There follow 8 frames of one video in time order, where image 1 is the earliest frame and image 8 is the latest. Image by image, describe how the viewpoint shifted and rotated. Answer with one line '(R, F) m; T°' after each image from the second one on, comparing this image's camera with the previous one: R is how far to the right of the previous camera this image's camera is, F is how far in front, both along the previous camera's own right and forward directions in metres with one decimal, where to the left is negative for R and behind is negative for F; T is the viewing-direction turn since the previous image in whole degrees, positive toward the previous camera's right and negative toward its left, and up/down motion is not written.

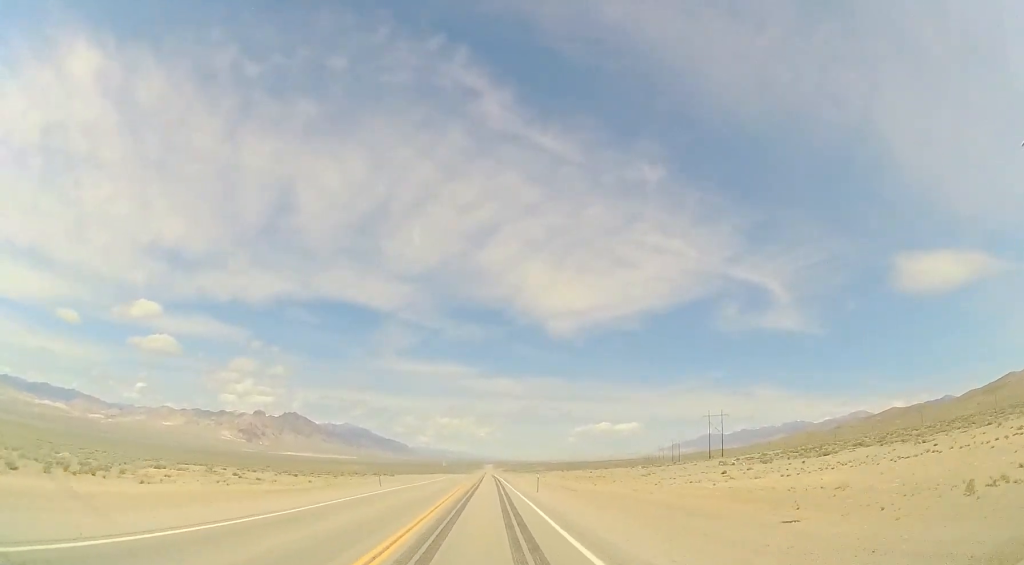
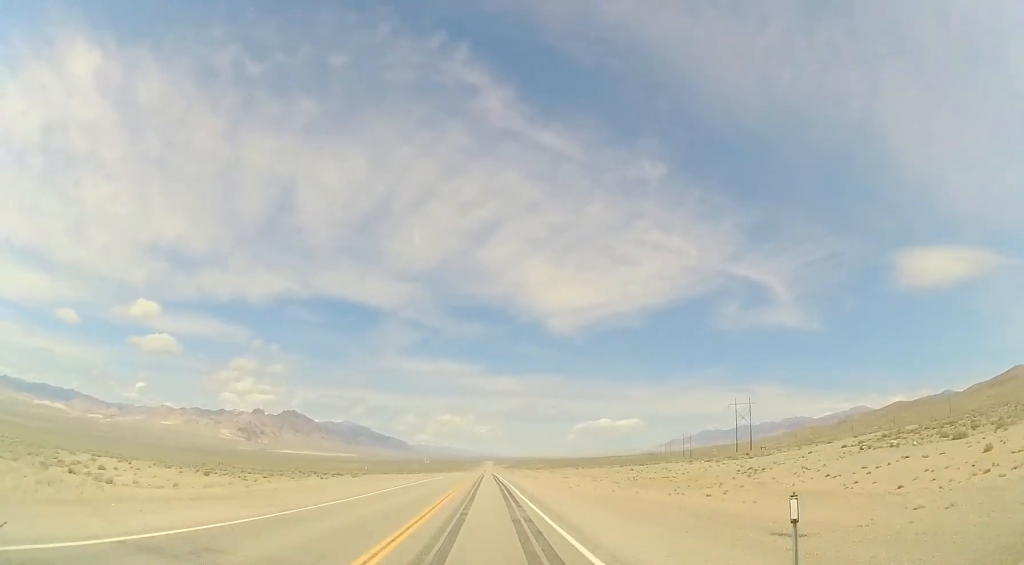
(-0.4, +31.3) m; 0°
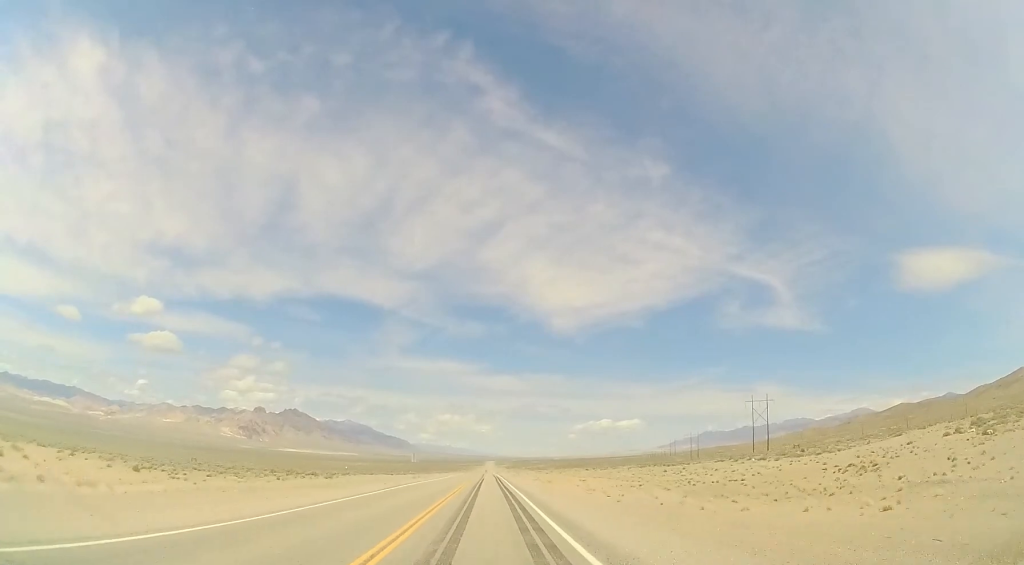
(+0.2, +14.5) m; 0°
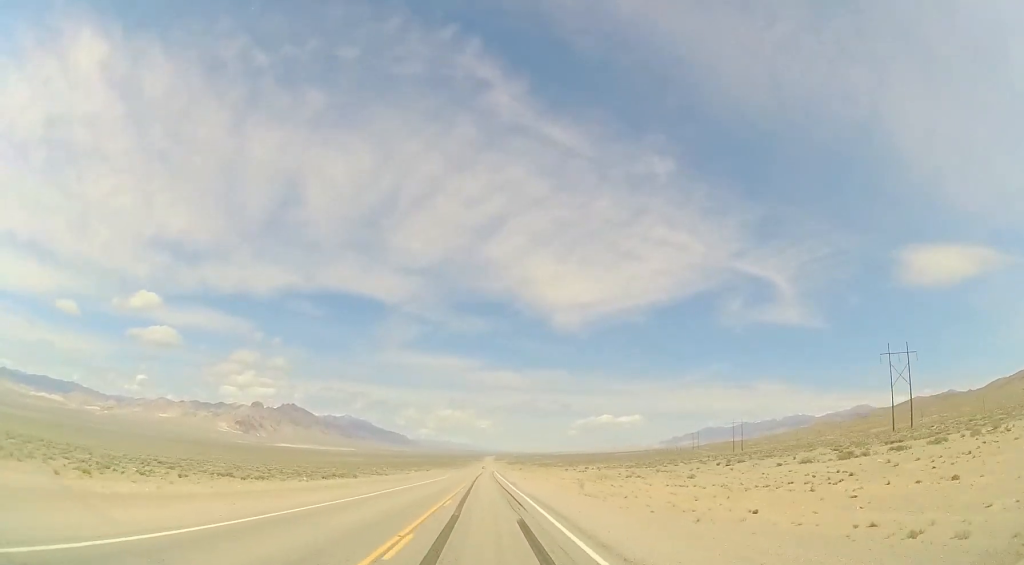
(+0.4, +87.5) m; 0°
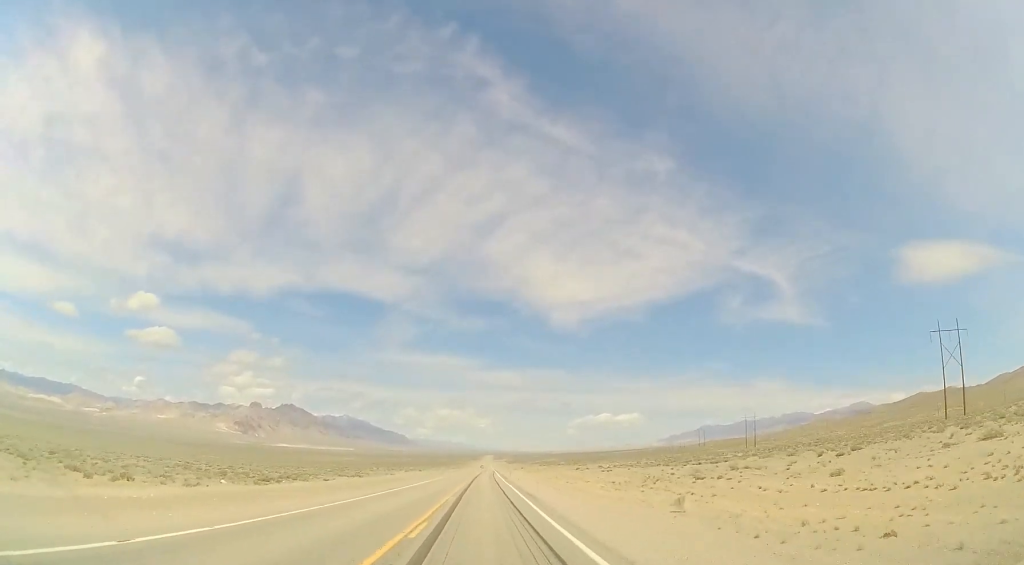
(-0.2, +21.3) m; 0°
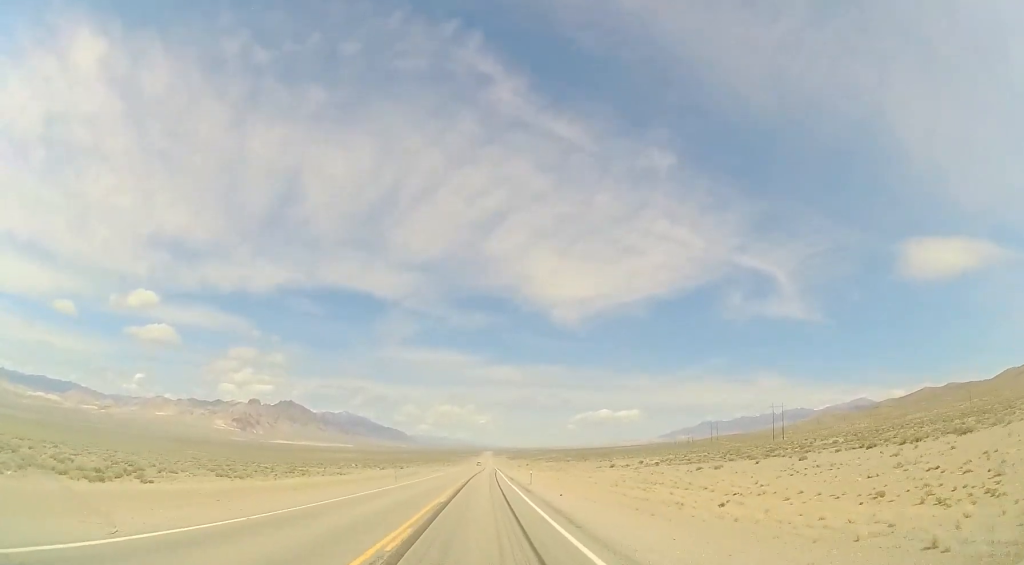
(+0.2, +38.8) m; 0°
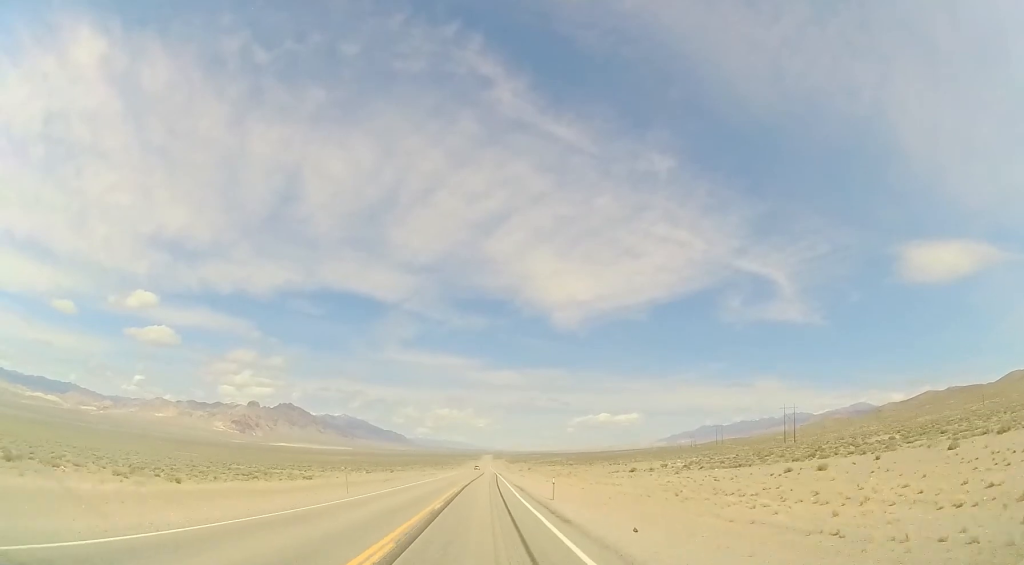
(-0.2, +14.3) m; 0°
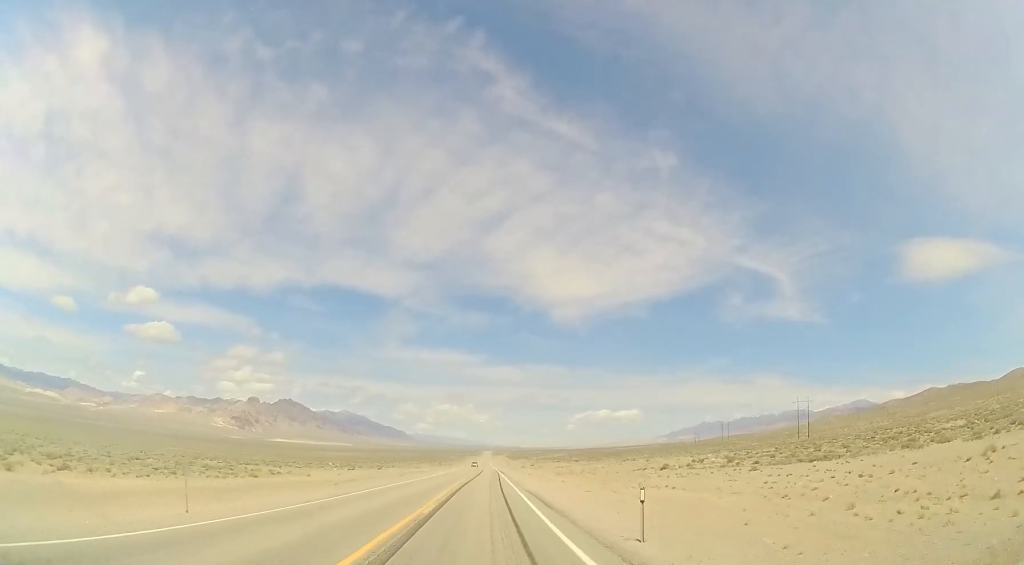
(0.0, +15.4) m; 0°
